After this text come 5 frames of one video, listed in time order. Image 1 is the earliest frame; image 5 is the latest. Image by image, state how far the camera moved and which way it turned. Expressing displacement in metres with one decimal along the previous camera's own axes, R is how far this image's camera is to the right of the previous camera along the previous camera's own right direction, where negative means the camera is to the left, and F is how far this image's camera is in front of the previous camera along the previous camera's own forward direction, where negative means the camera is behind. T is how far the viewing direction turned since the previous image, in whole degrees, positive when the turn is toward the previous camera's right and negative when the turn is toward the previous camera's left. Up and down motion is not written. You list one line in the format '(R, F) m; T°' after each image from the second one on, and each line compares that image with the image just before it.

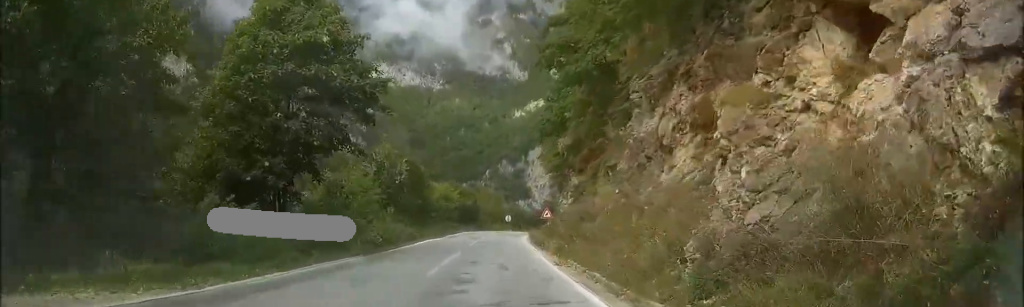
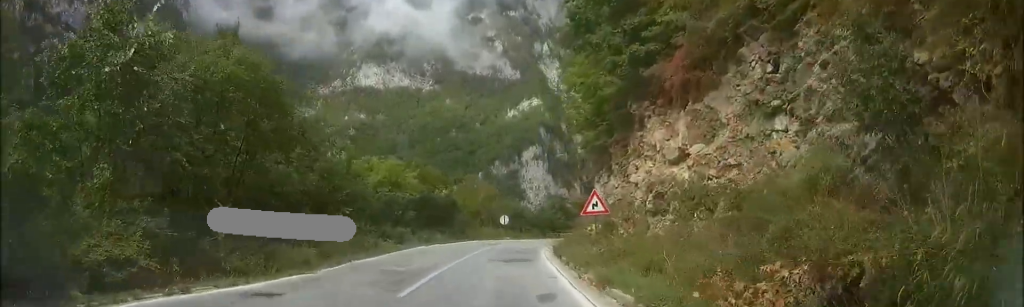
(0.0, +36.0) m; 0°
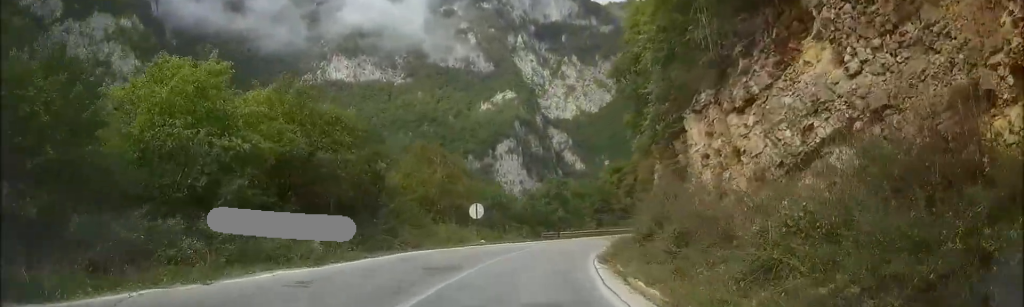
(-0.4, +28.0) m; +1°
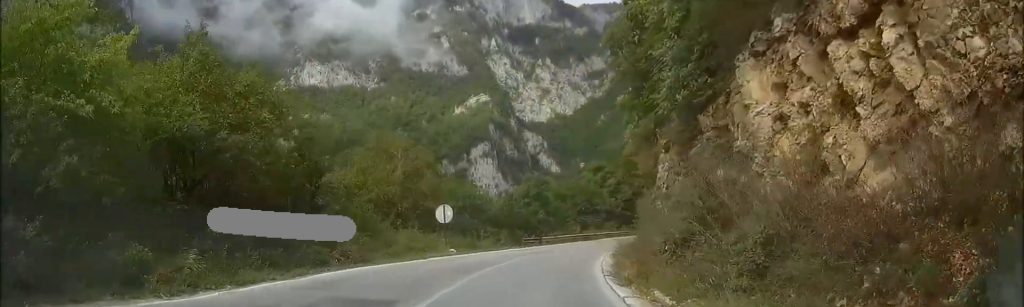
(+0.2, +6.3) m; +2°
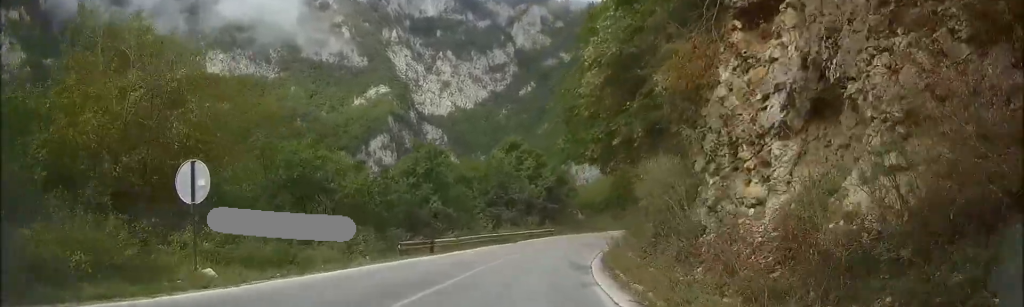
(+1.0, +20.4) m; +3°
